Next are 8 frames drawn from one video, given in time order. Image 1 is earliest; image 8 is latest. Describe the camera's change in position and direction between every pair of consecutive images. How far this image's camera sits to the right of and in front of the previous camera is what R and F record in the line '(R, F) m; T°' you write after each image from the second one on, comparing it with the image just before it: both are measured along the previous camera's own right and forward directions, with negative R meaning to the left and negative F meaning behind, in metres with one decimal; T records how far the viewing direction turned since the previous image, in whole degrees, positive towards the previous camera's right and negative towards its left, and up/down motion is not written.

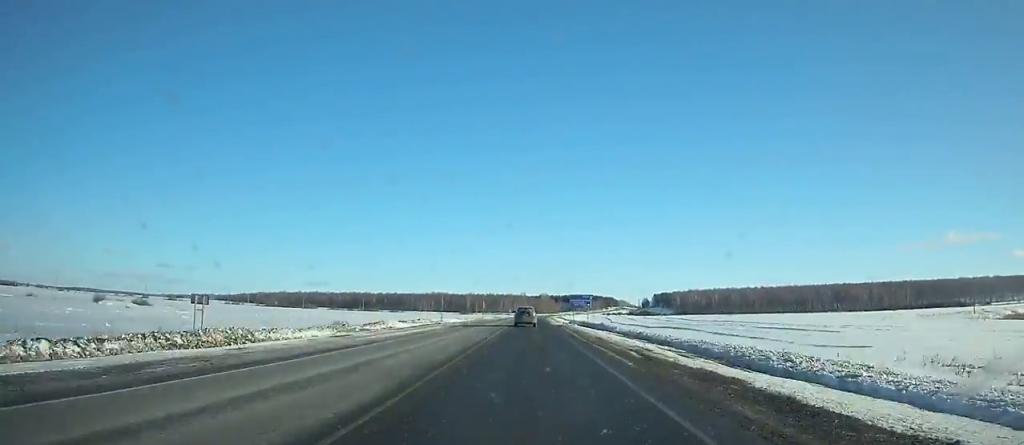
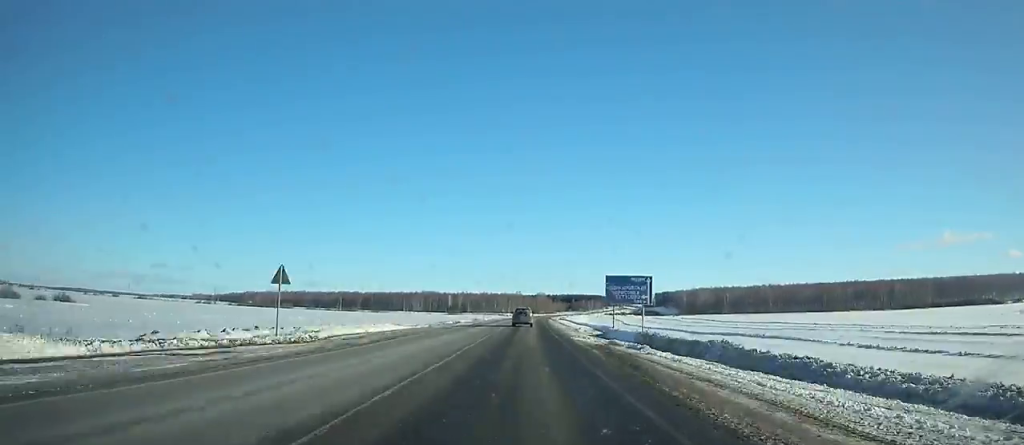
(-0.3, +41.1) m; 0°
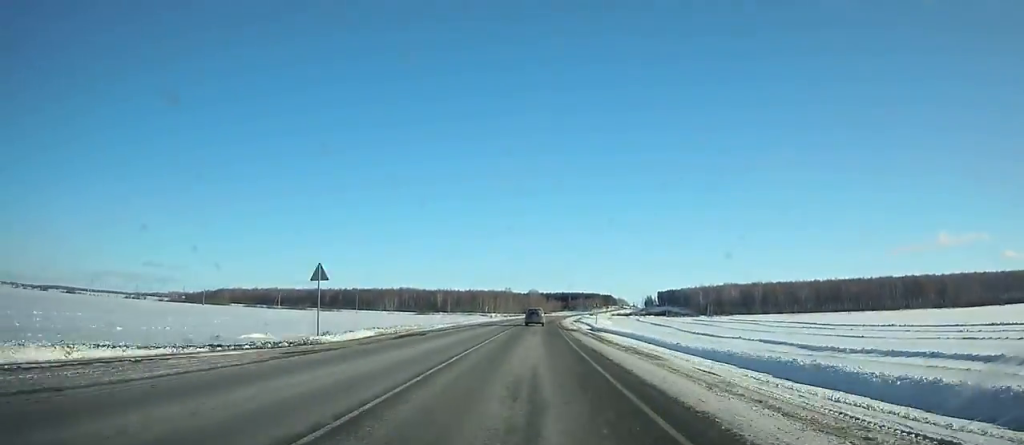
(+0.9, +84.3) m; +2°
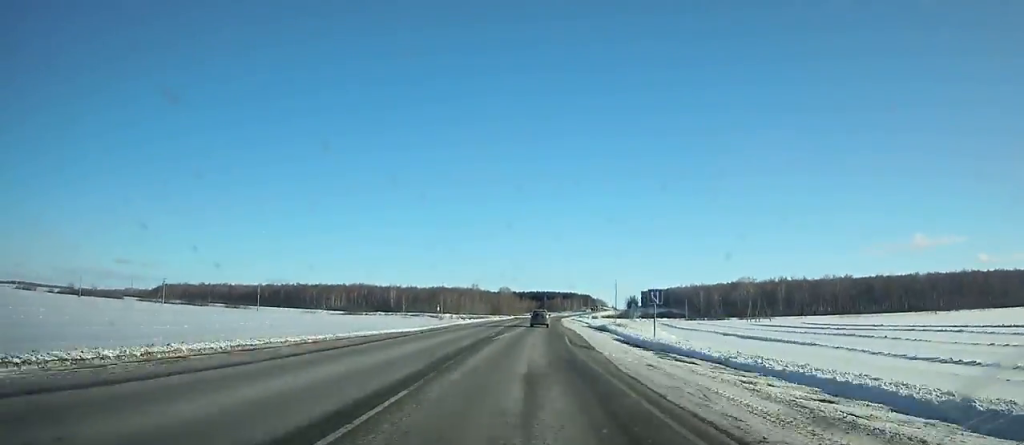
(+1.3, +80.5) m; +2°
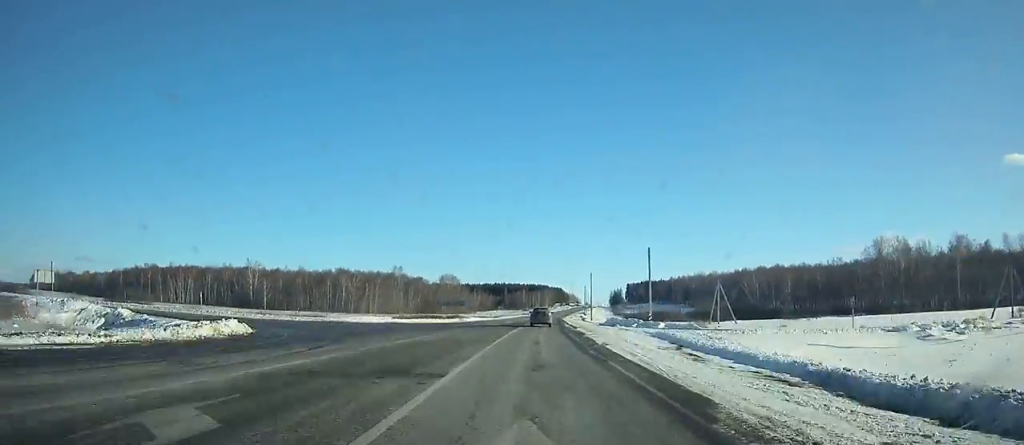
(+5.8, +159.8) m; +4°
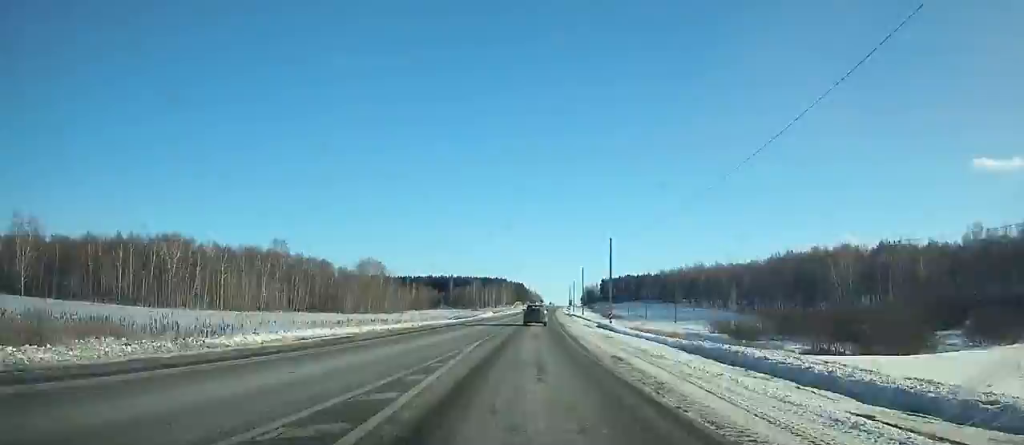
(+2.4, +97.2) m; +3°
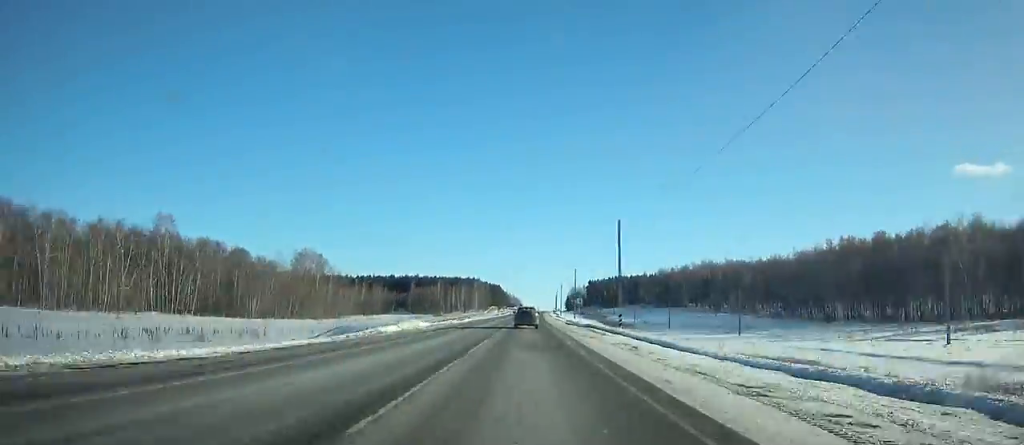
(+0.9, +56.2) m; +1°
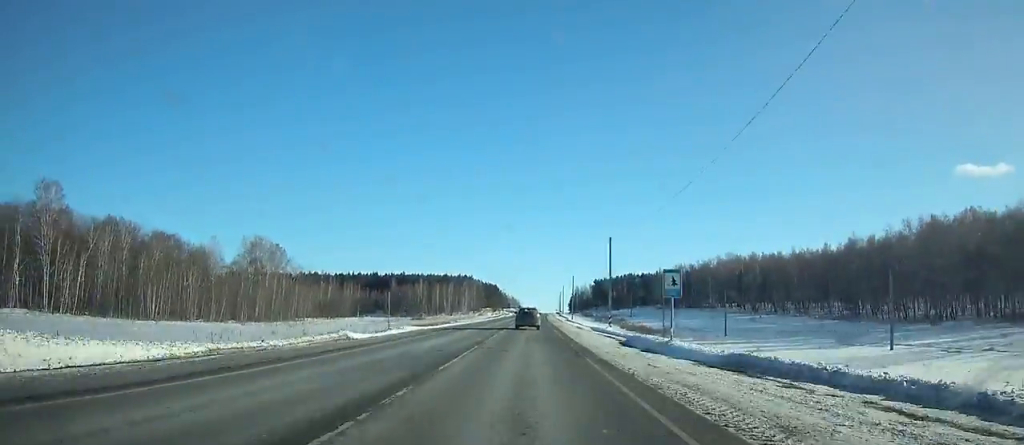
(+0.4, +41.5) m; +1°
